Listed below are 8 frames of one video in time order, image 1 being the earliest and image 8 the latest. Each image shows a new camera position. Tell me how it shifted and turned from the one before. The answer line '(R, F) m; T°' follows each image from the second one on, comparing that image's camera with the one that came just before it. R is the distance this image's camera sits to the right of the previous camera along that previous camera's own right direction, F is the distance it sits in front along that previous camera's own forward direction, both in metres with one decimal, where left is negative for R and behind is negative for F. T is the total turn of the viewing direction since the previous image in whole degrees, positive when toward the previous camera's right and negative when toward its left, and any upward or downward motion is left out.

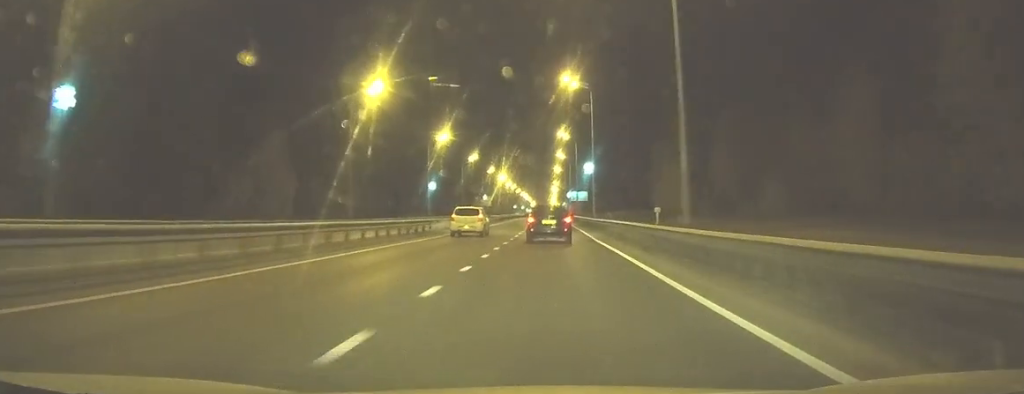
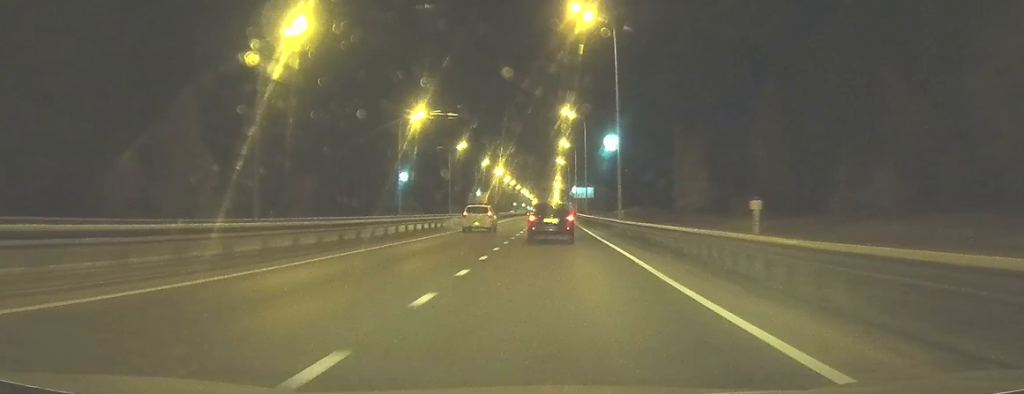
(0.0, +21.1) m; 0°
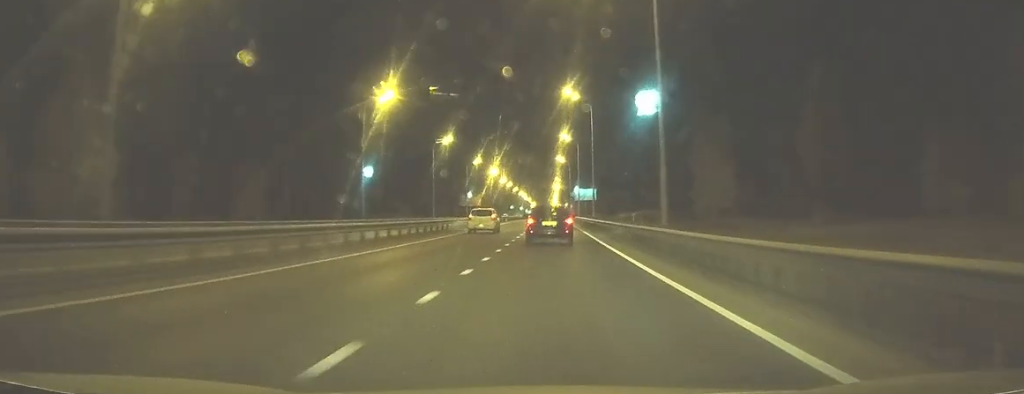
(0.0, +15.5) m; 0°
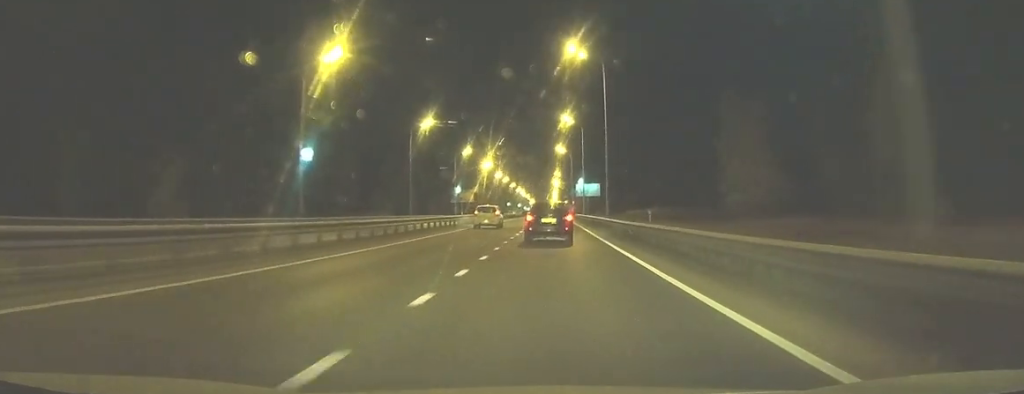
(0.0, +16.7) m; 0°
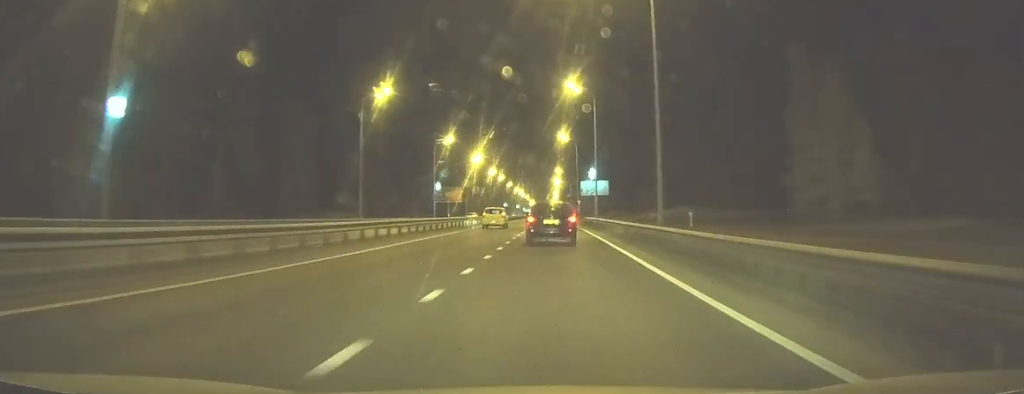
(0.0, +23.4) m; 0°
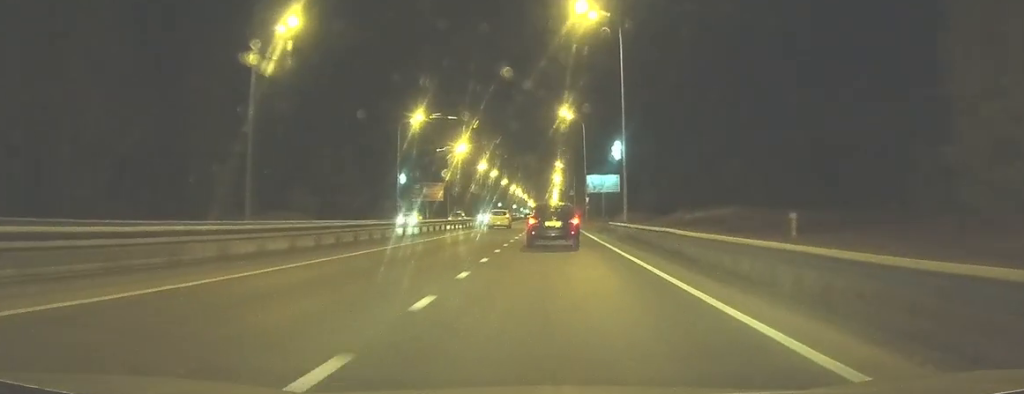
(+0.1, +24.6) m; +1°
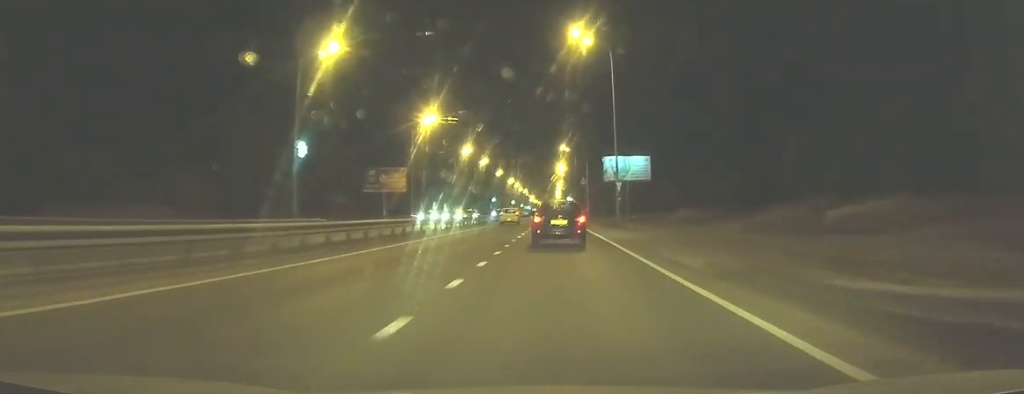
(+0.1, +34.1) m; 0°
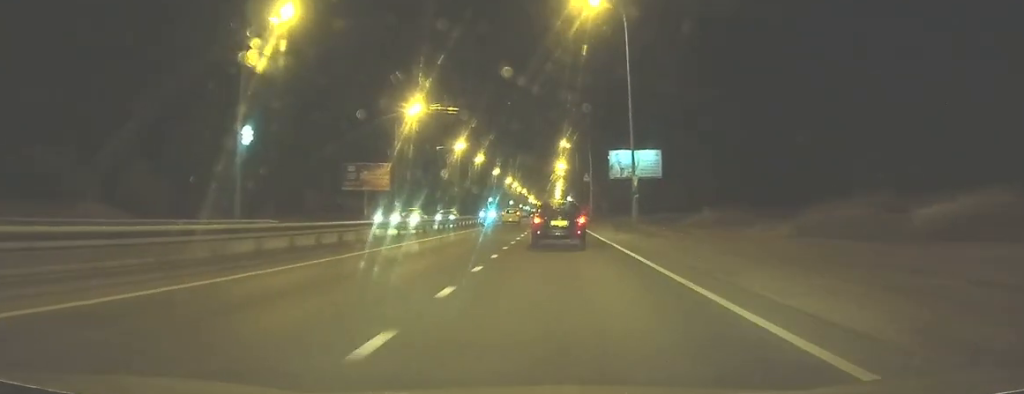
(0.0, +9.1) m; 0°
